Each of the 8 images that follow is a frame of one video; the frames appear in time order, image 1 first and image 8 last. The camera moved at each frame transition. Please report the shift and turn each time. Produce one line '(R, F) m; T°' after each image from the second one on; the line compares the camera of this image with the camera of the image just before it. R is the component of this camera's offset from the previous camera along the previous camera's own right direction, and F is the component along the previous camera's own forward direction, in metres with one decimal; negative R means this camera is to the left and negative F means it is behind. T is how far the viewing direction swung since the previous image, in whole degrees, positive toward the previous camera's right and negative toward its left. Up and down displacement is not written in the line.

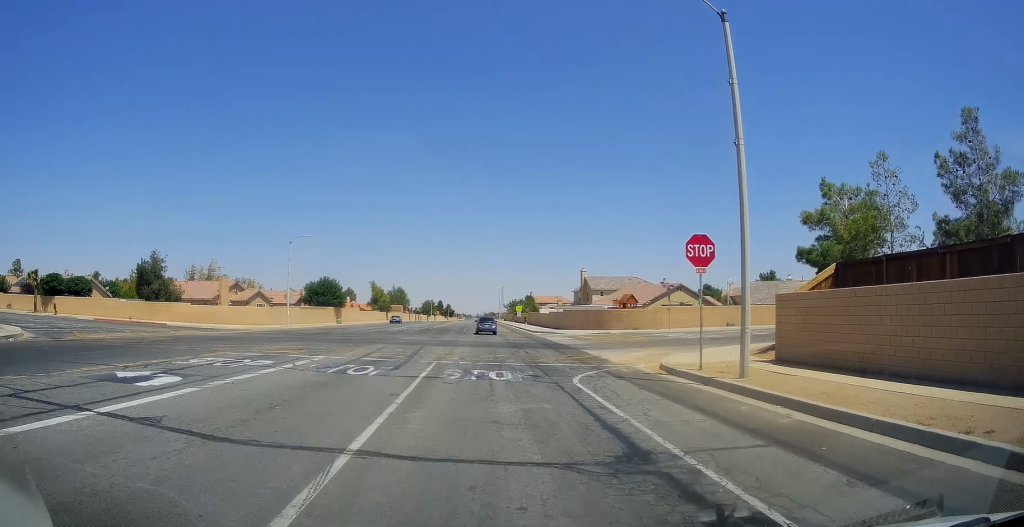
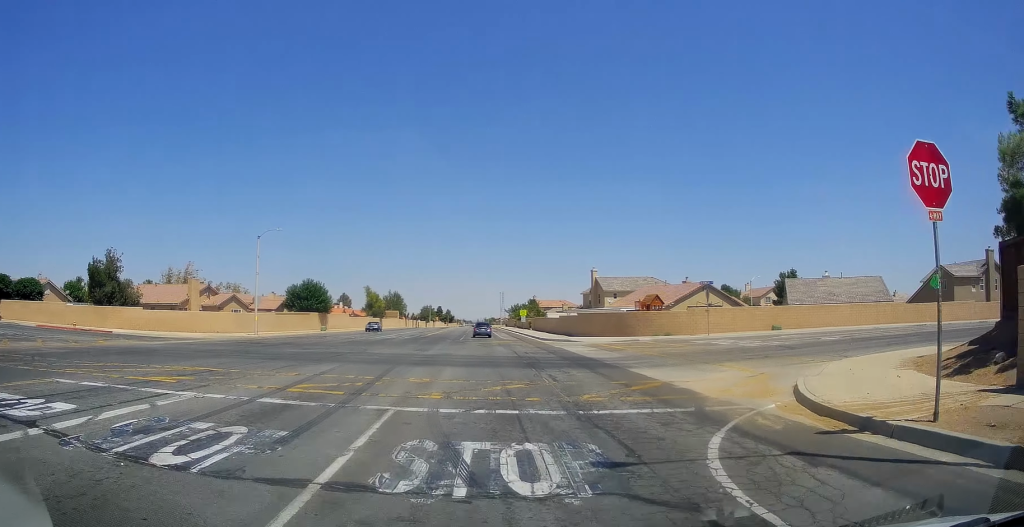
(0.0, +9.9) m; 0°
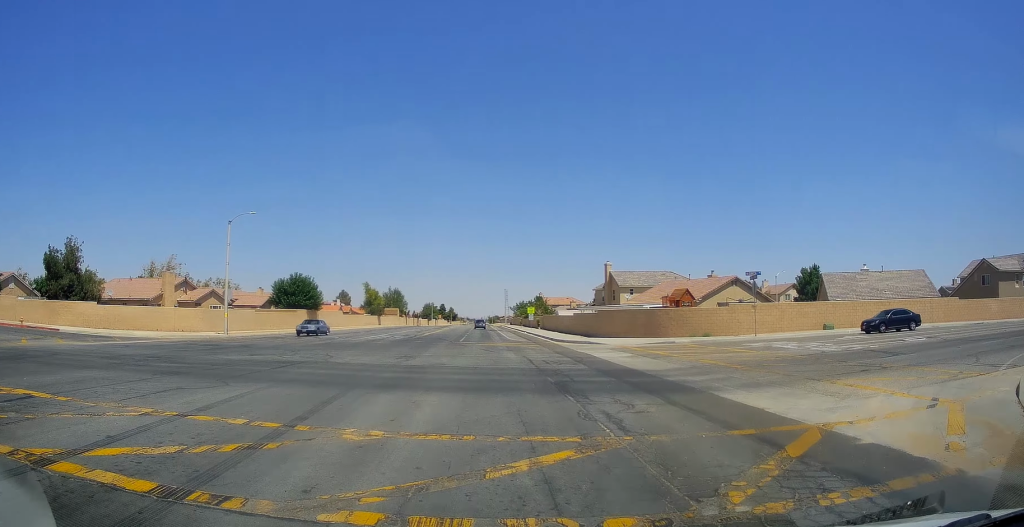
(0.0, +15.5) m; 0°
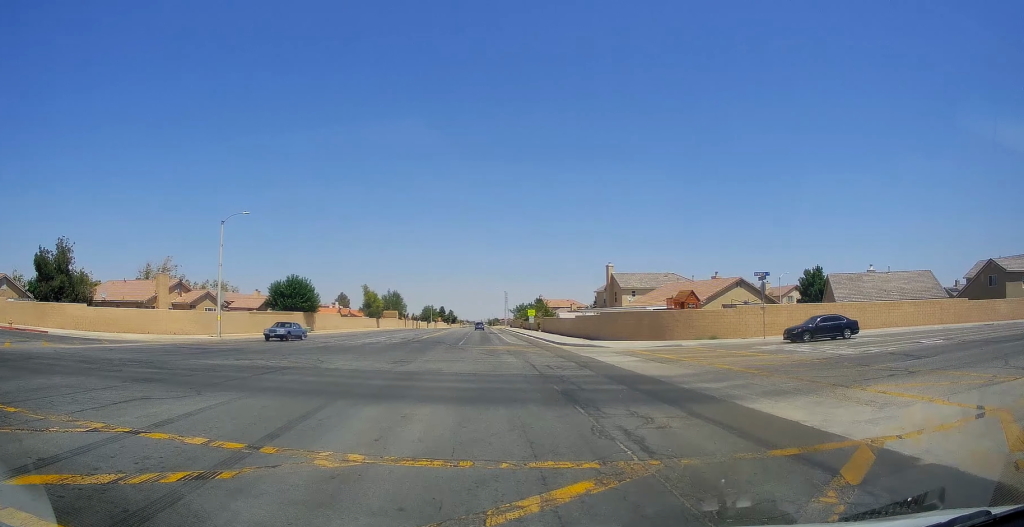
(0.0, +3.9) m; 0°
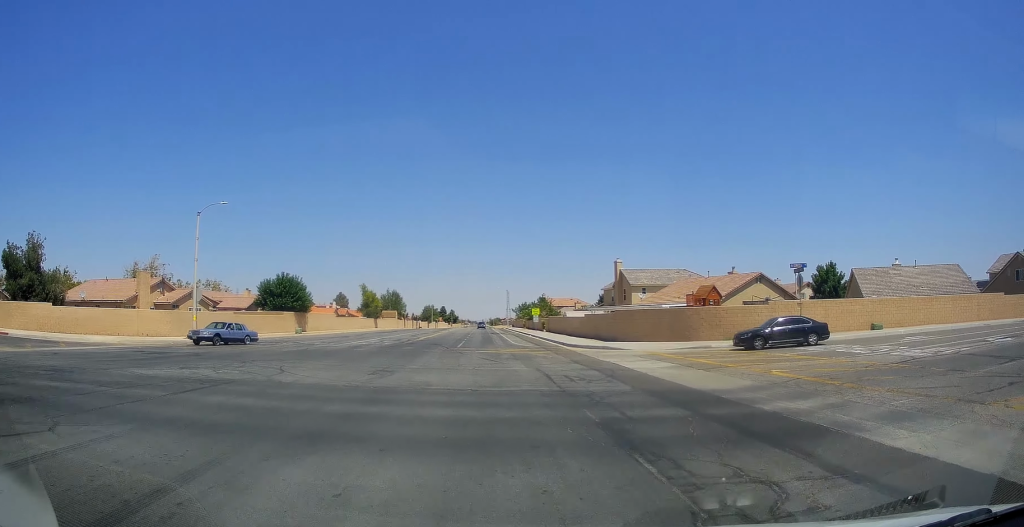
(0.0, +5.2) m; 0°
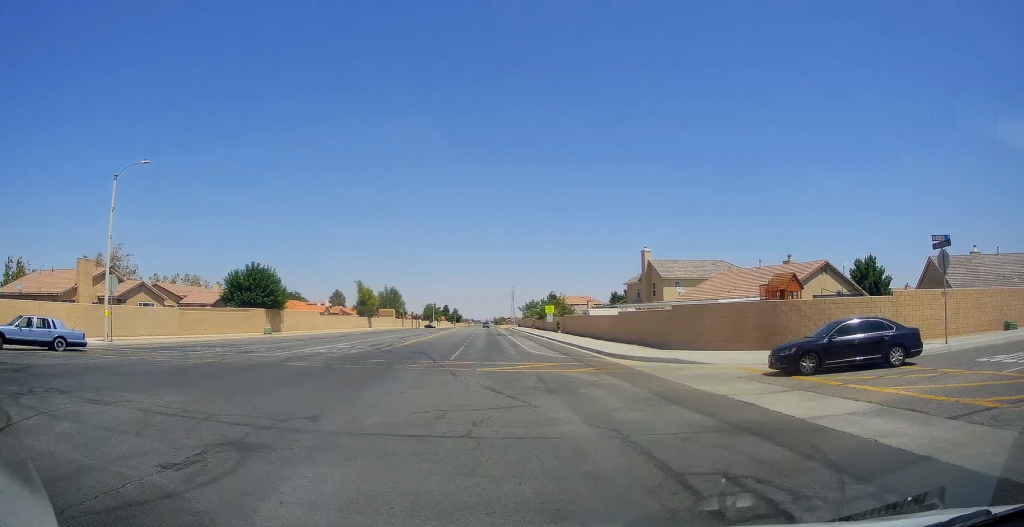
(0.0, +10.0) m; -1°
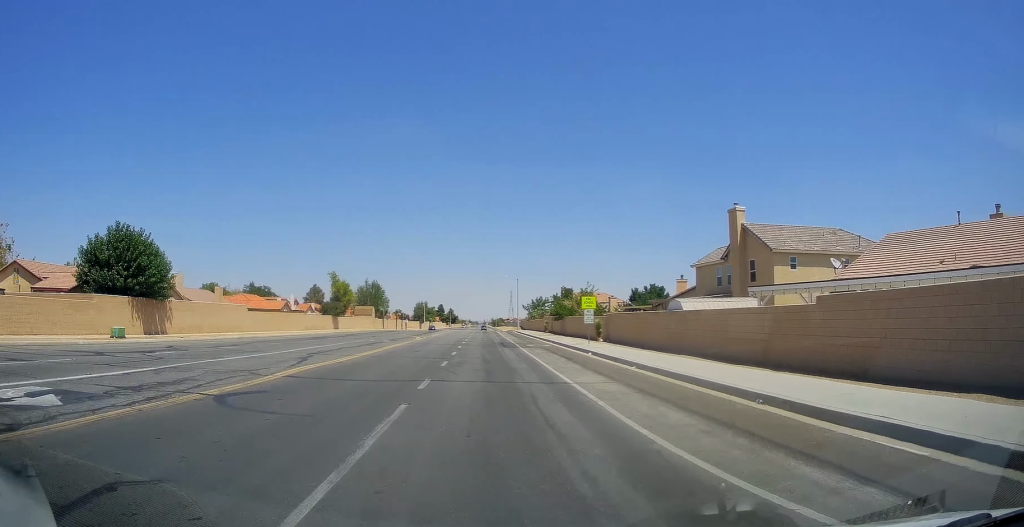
(-0.5, +21.9) m; -2°
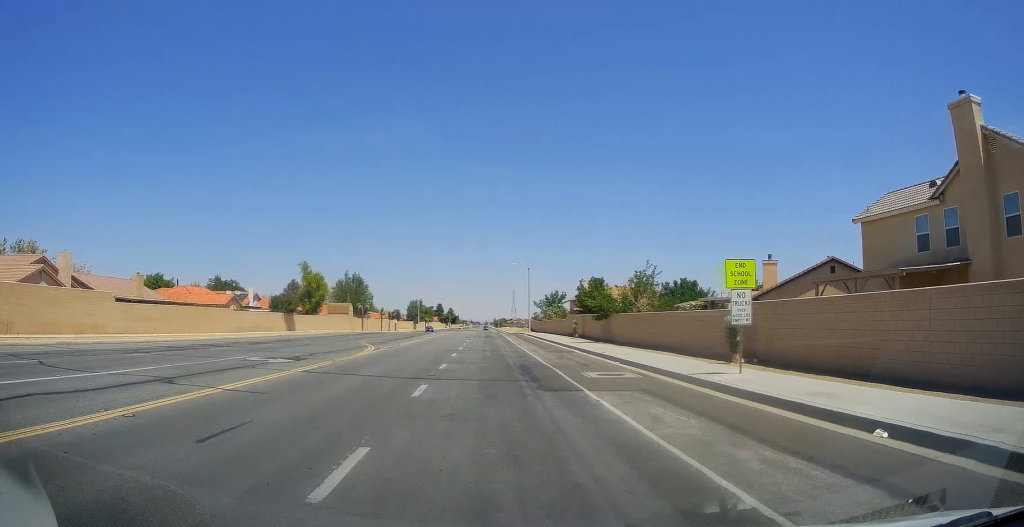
(-0.2, +20.9) m; +1°
